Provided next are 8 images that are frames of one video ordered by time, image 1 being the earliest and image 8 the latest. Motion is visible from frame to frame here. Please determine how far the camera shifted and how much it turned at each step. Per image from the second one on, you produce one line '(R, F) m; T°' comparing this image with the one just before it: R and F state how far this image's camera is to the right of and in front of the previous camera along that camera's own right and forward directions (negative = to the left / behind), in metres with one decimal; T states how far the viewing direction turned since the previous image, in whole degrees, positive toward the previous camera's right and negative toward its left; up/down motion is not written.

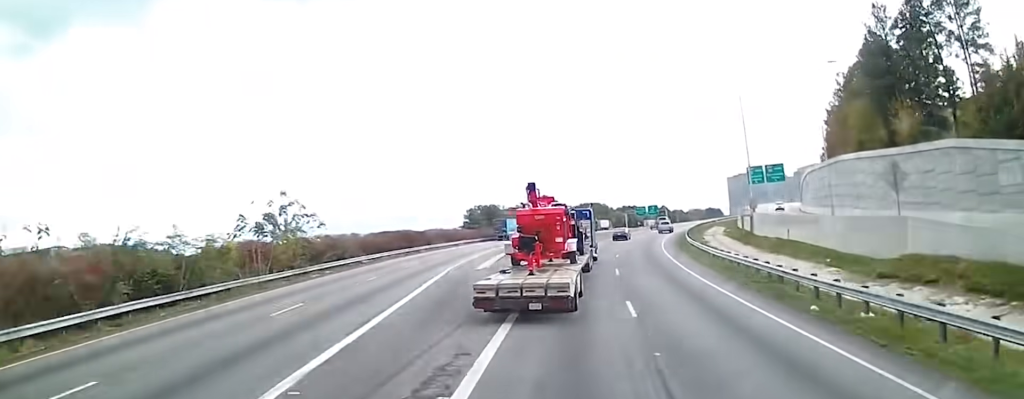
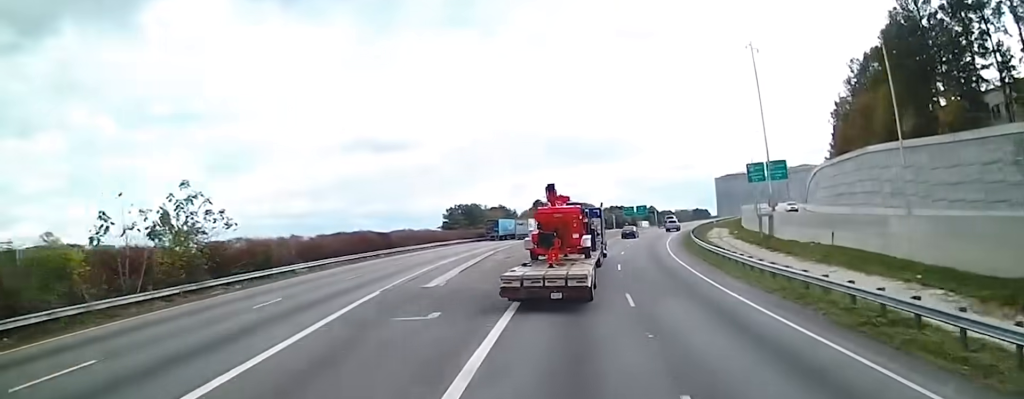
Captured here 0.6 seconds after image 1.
(+0.2, +10.8) m; +2°
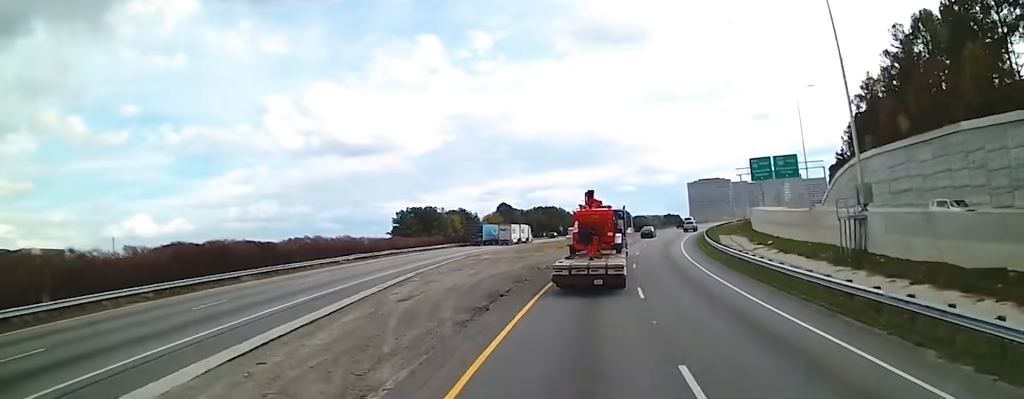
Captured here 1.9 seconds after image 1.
(+0.7, +22.5) m; +6°
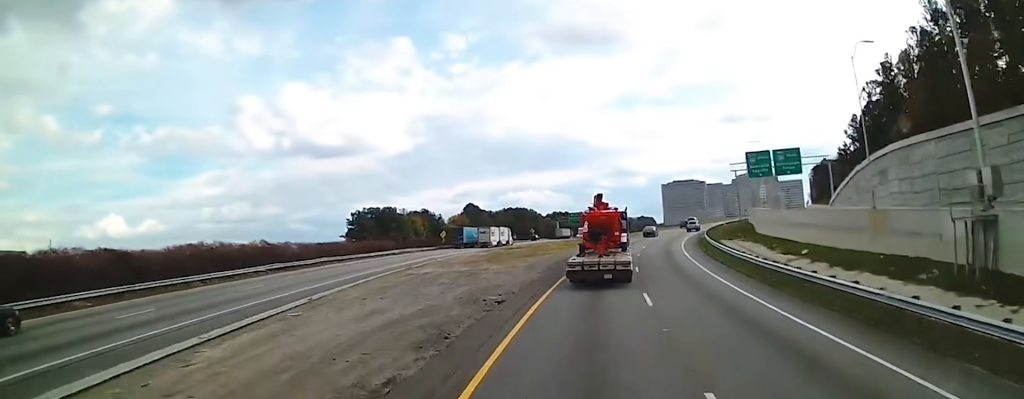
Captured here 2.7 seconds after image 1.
(+0.6, +14.0) m; +4°
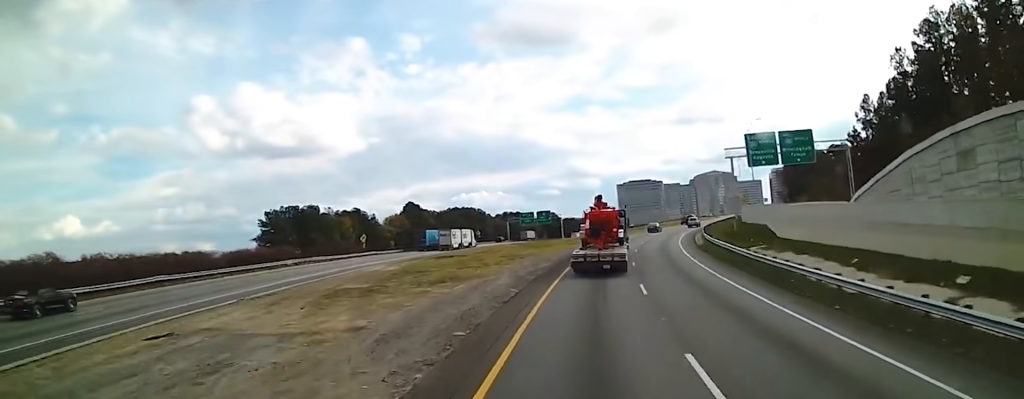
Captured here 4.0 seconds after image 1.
(+0.7, +22.4) m; +3°
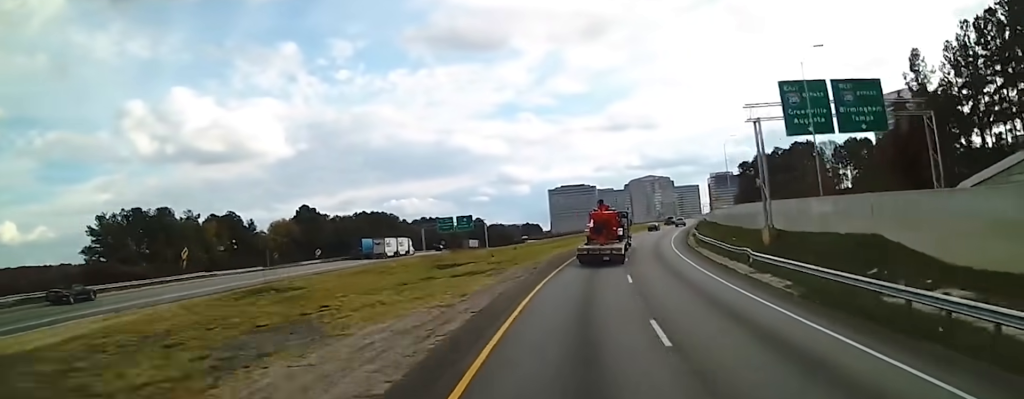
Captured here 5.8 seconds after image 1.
(+1.5, +33.4) m; +5°
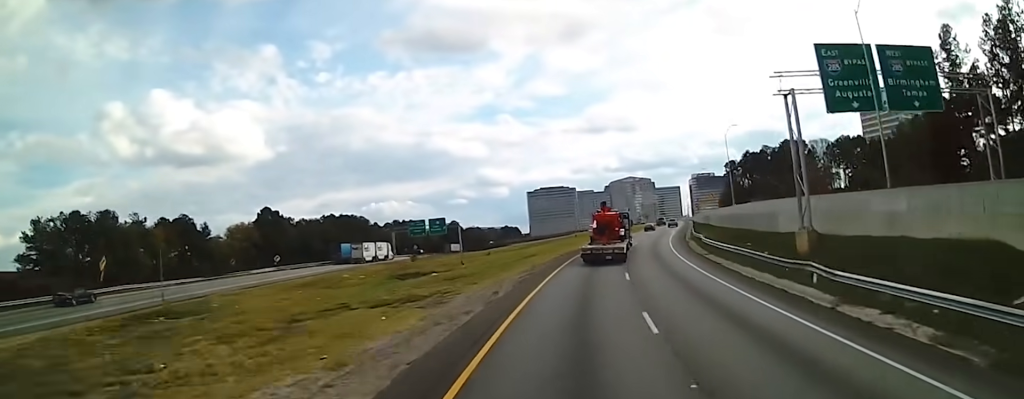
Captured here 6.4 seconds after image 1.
(+0.1, +10.9) m; +1°
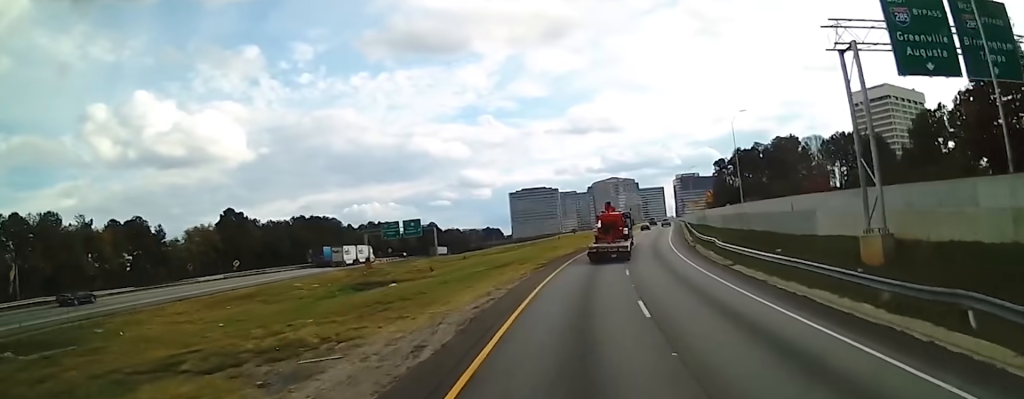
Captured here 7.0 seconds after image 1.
(0.0, +10.1) m; +2°
